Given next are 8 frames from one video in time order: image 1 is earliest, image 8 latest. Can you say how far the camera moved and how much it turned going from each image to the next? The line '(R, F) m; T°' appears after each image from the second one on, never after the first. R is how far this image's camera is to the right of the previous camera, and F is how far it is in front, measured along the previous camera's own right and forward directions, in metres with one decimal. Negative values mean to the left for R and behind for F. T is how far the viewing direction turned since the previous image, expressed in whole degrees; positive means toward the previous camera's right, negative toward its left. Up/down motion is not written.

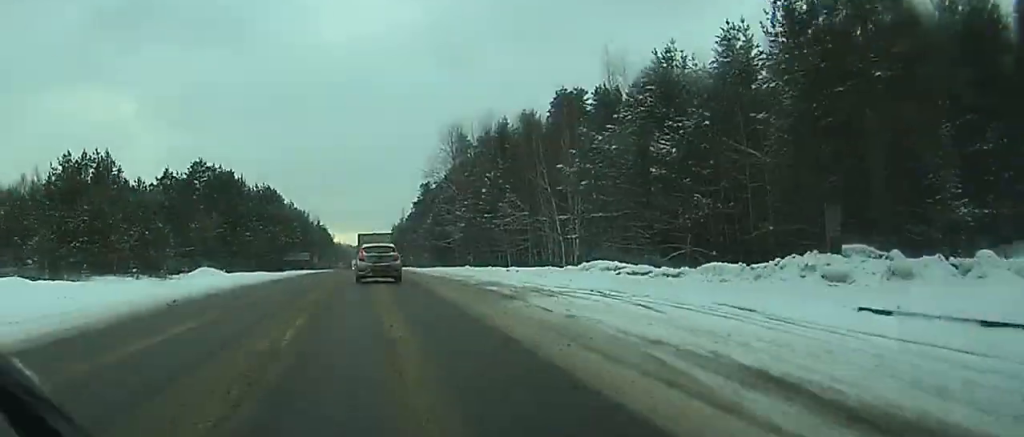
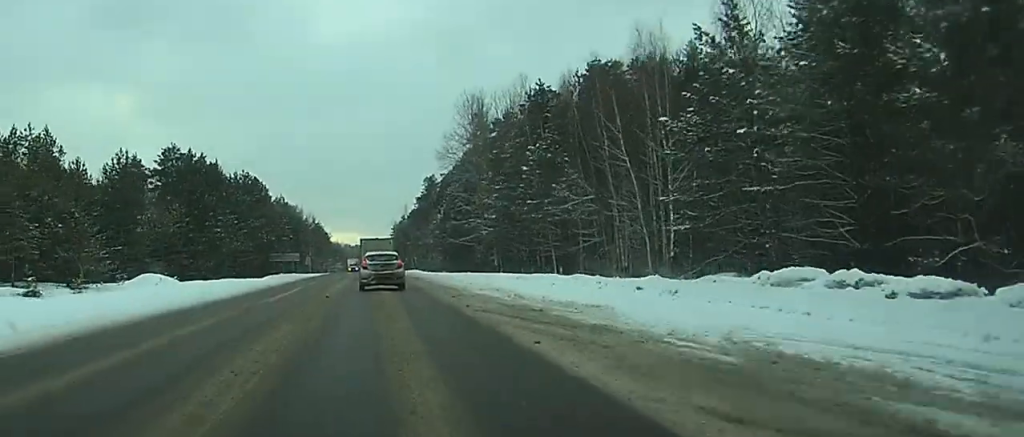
(+0.1, +22.3) m; 0°
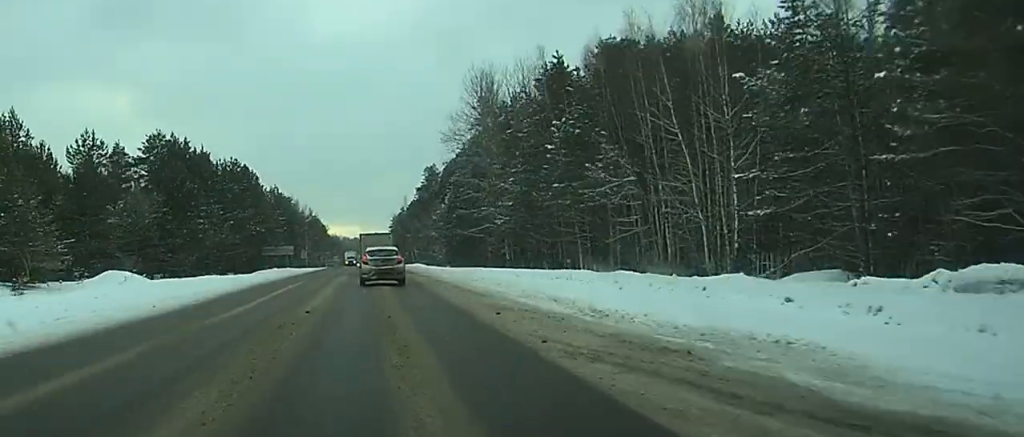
(0.0, +8.9) m; 0°
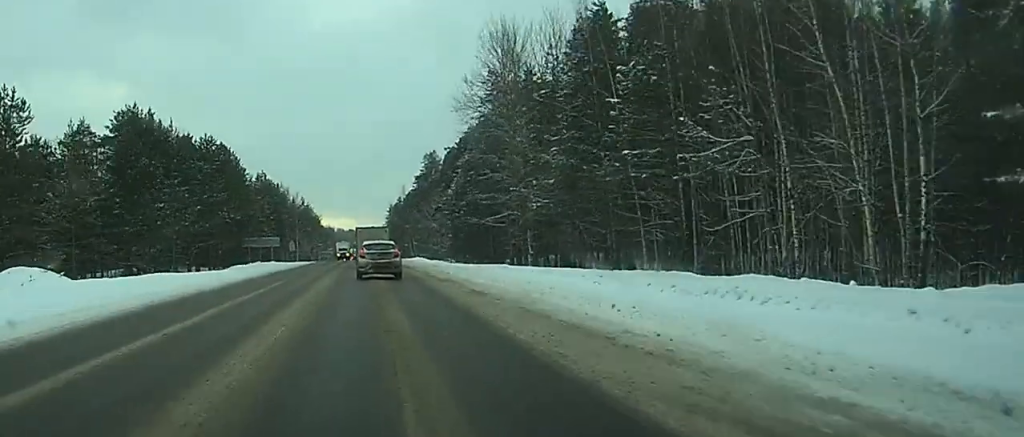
(+0.1, +14.7) m; 0°
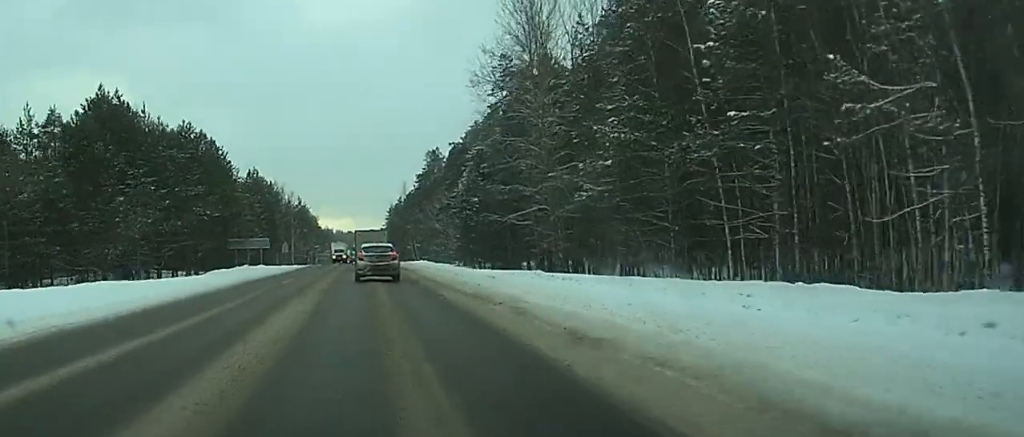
(0.0, +11.0) m; 0°
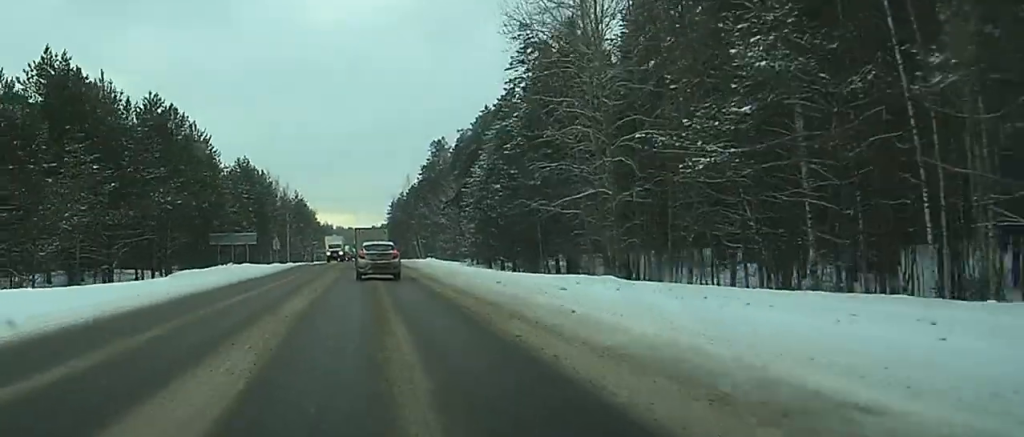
(0.0, +13.1) m; 0°
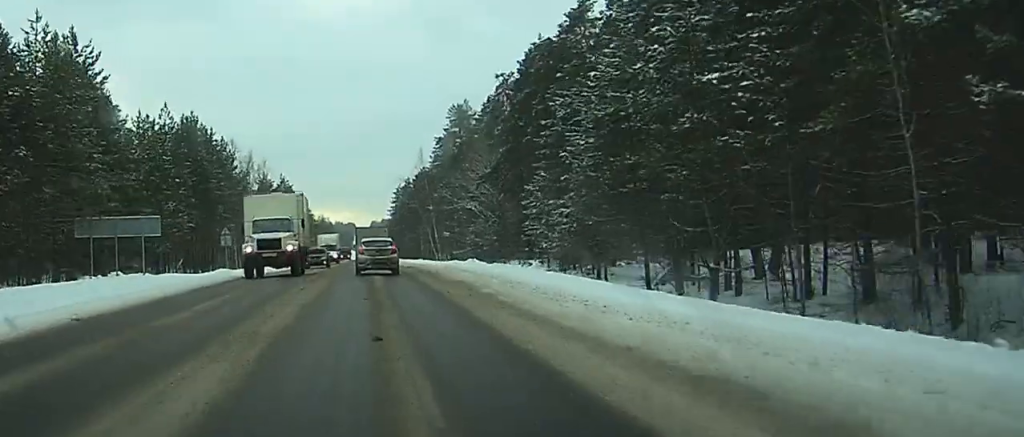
(0.0, +43.5) m; 0°
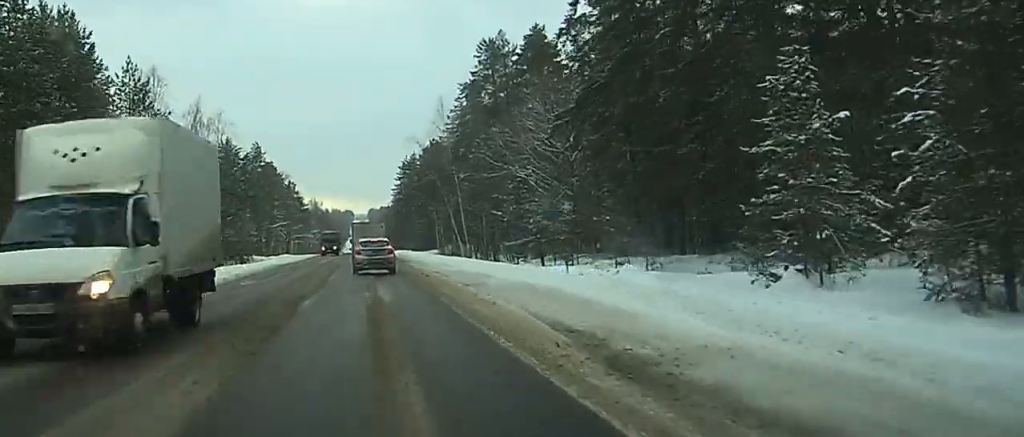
(-0.3, +42.4) m; -1°
